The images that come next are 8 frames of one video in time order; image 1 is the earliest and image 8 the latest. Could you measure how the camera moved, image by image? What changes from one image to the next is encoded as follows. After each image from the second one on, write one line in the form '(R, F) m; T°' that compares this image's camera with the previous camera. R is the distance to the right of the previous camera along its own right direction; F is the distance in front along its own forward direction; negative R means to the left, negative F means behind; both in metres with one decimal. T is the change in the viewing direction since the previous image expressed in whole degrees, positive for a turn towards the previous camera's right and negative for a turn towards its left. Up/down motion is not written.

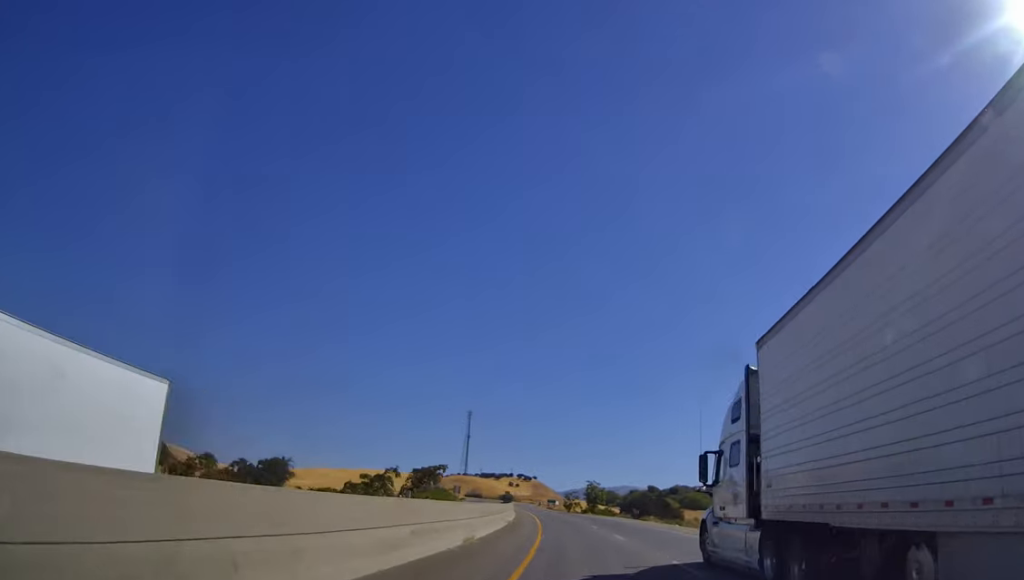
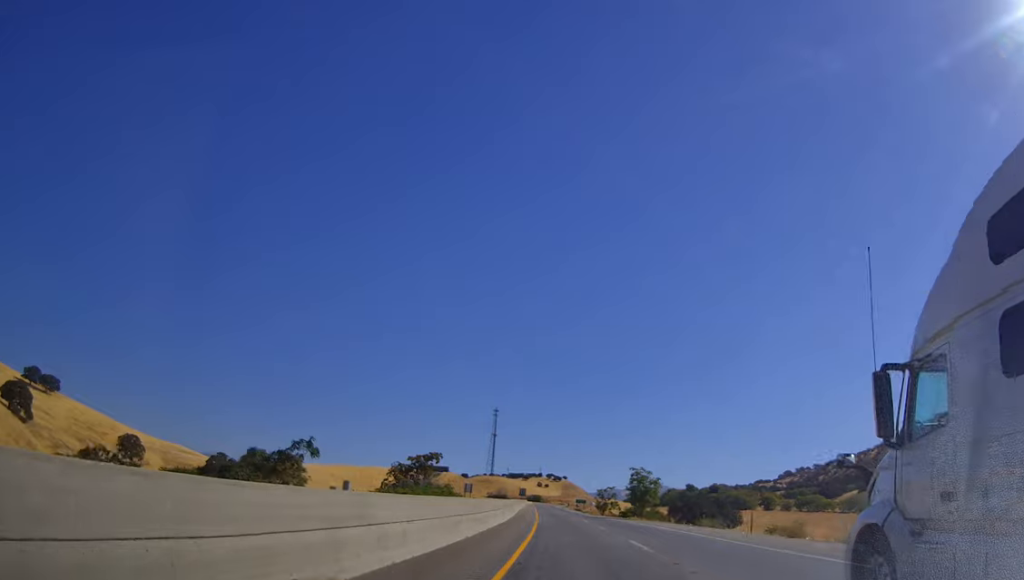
(-1.9, +36.9) m; -3°
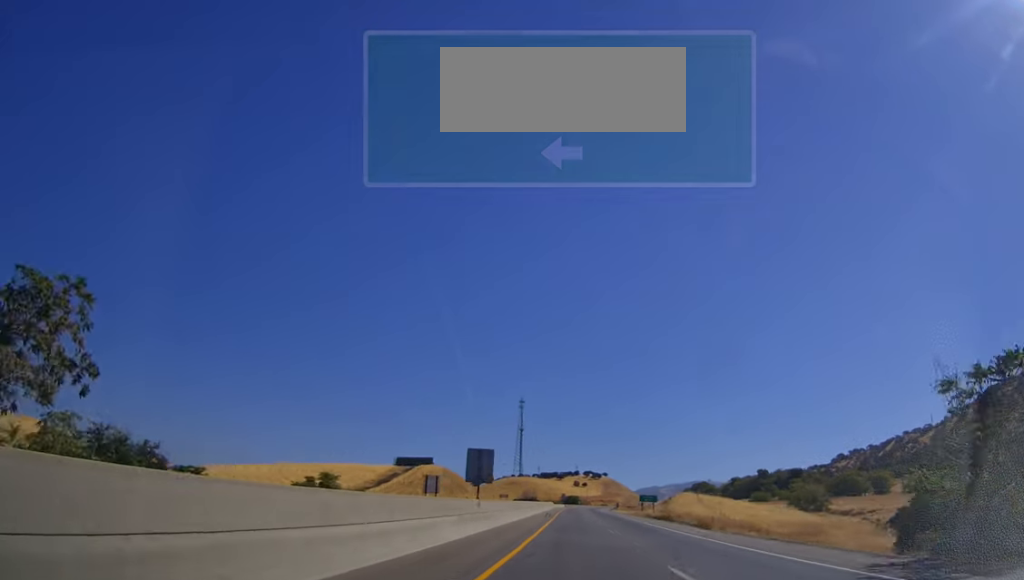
(-4.5, +94.6) m; -4°
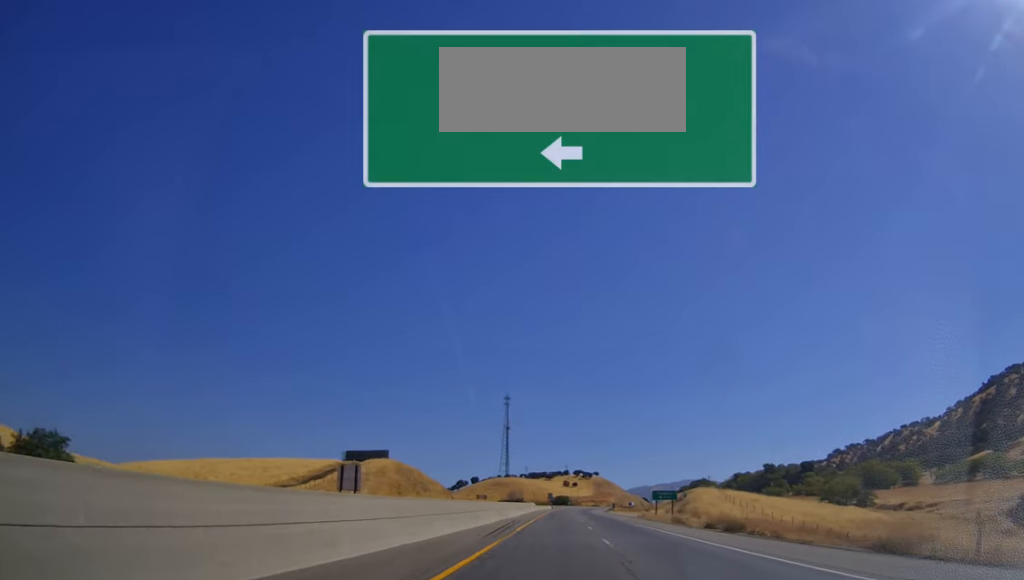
(-0.9, +32.6) m; 0°
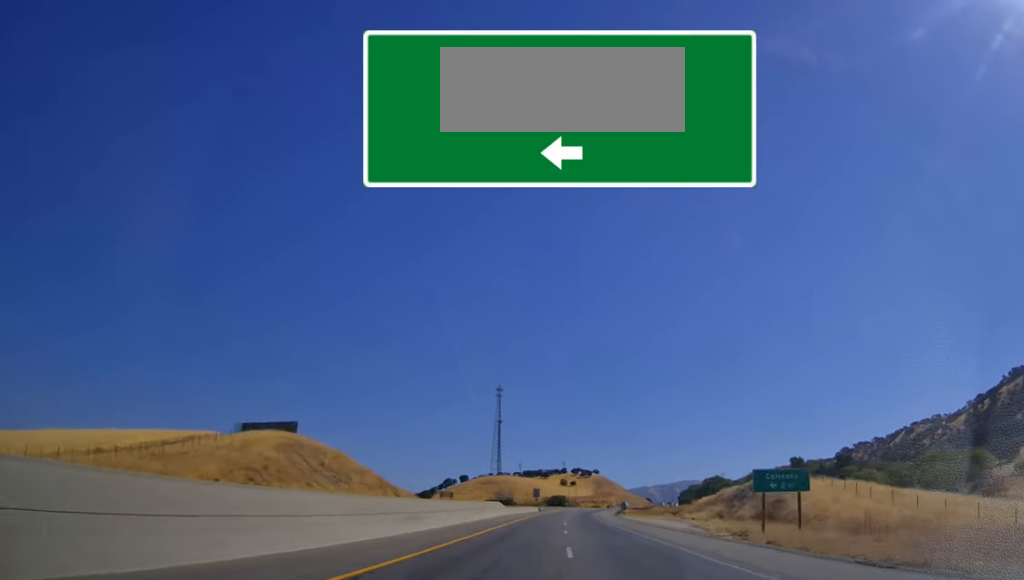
(+0.8, +47.8) m; 0°
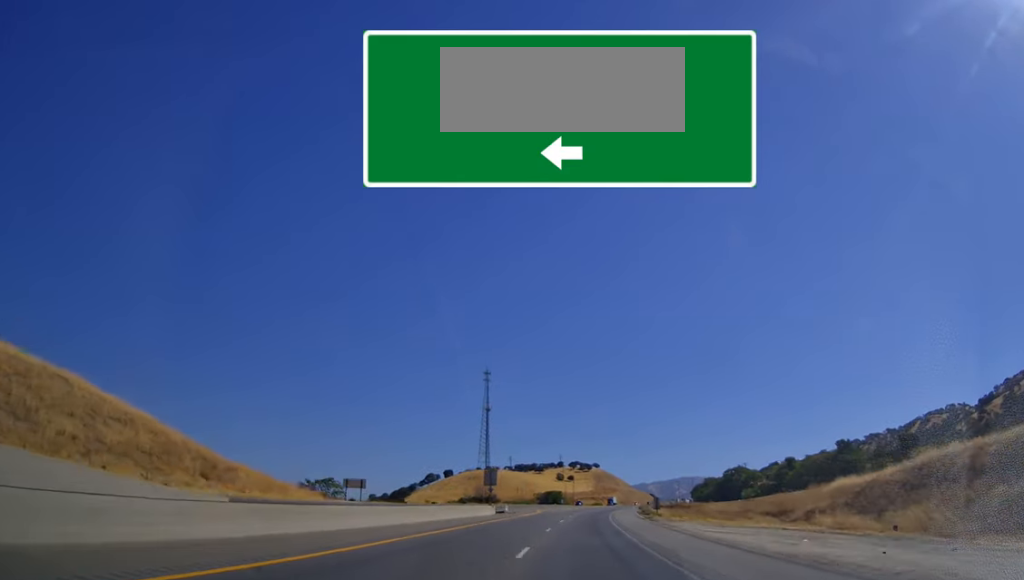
(-0.3, +58.9) m; 0°
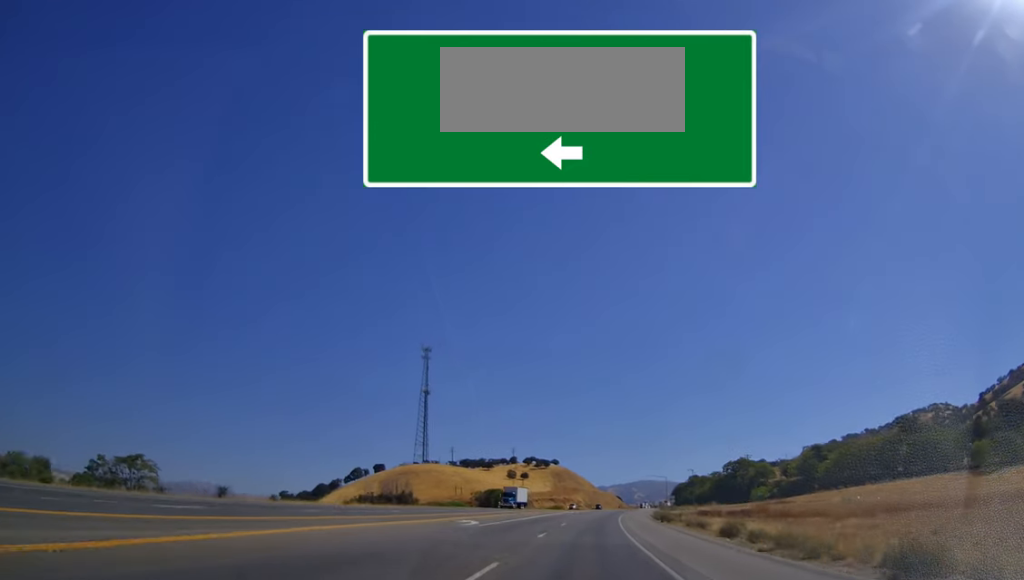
(+1.7, +77.4) m; +3°
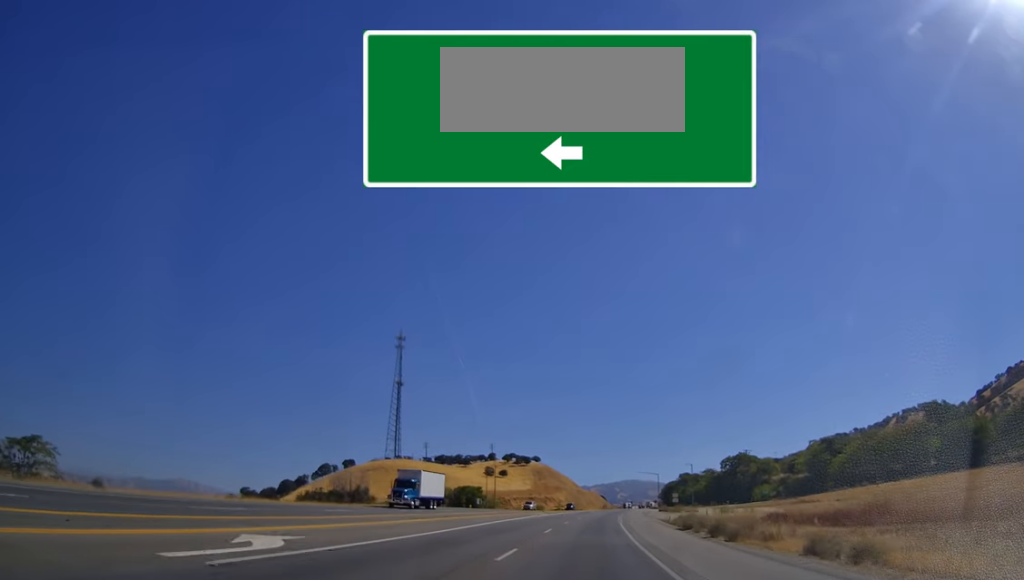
(+0.2, +24.4) m; +1°
